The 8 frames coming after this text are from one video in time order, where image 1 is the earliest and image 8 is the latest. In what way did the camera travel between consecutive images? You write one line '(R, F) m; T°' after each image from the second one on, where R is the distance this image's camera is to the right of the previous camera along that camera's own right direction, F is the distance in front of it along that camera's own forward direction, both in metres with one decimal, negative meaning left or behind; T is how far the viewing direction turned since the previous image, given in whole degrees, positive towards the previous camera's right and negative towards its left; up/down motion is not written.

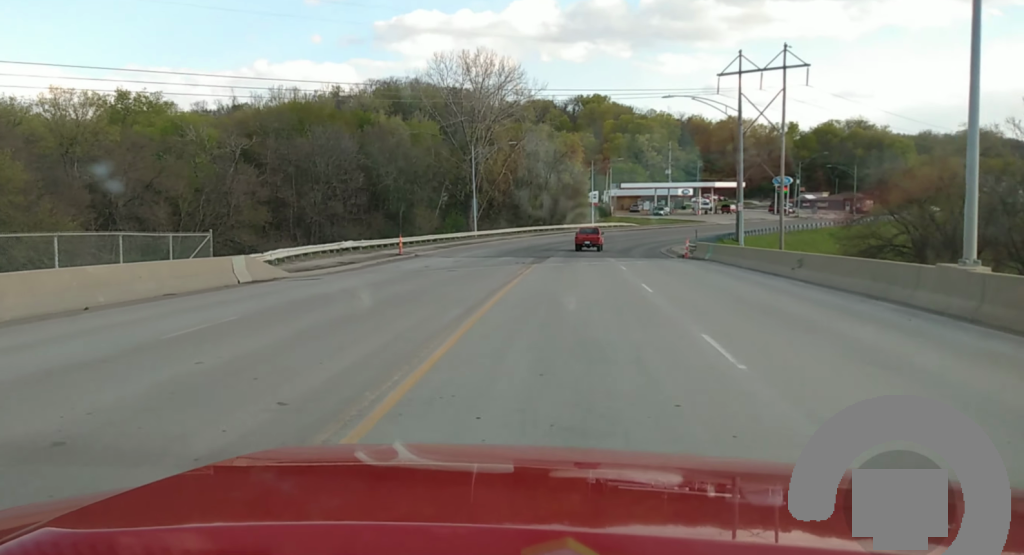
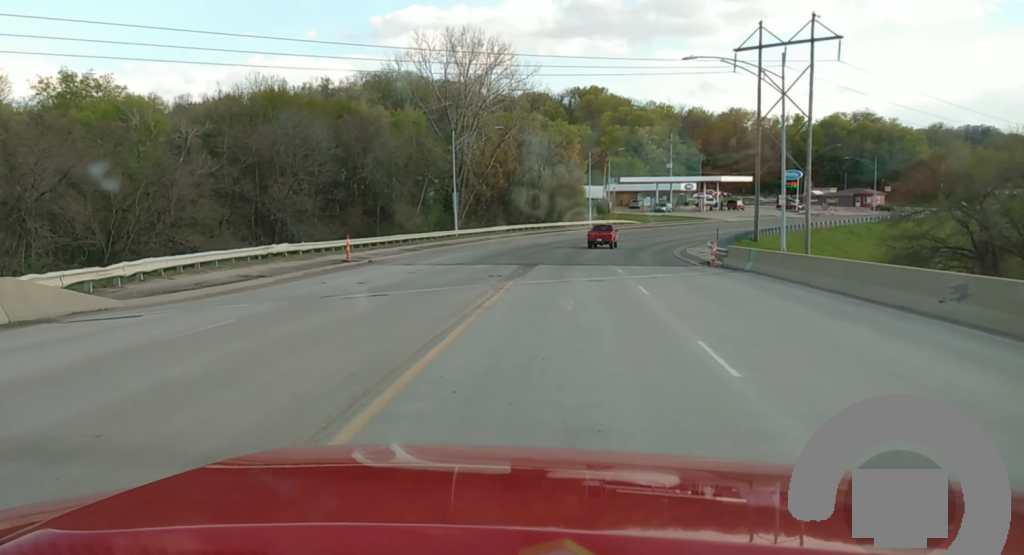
(+0.1, +12.3) m; +1°
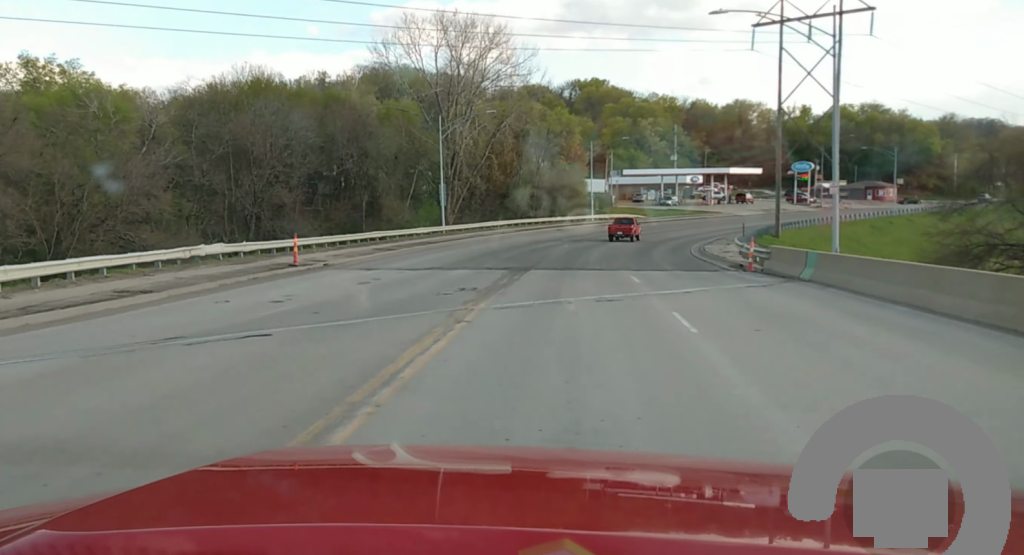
(+0.1, +8.6) m; 0°
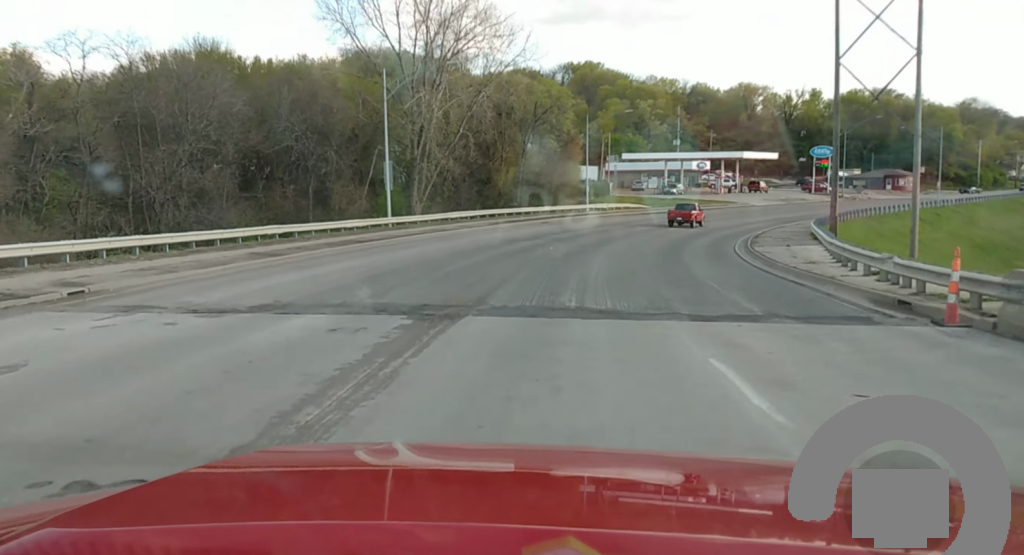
(+0.1, +18.8) m; 0°
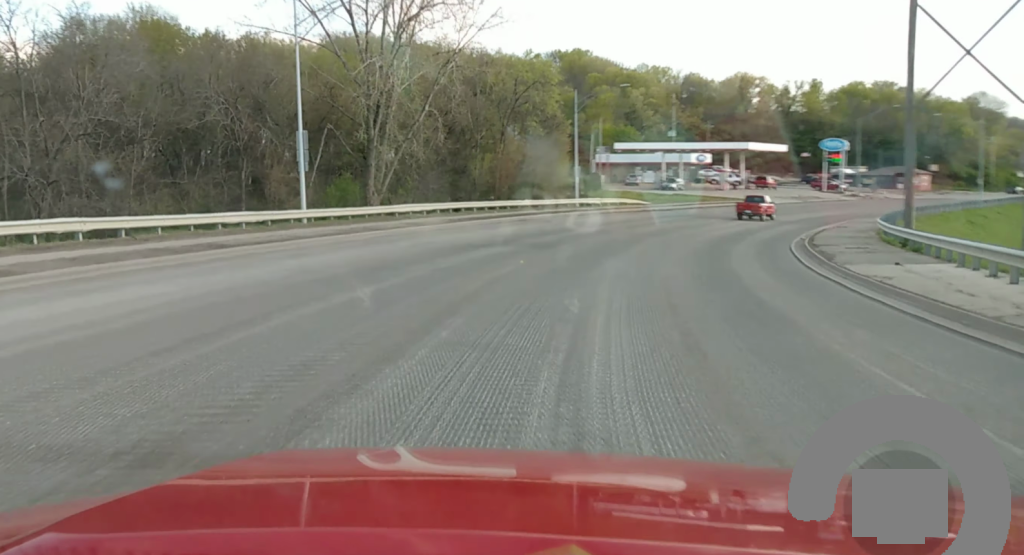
(0.0, +15.6) m; 0°
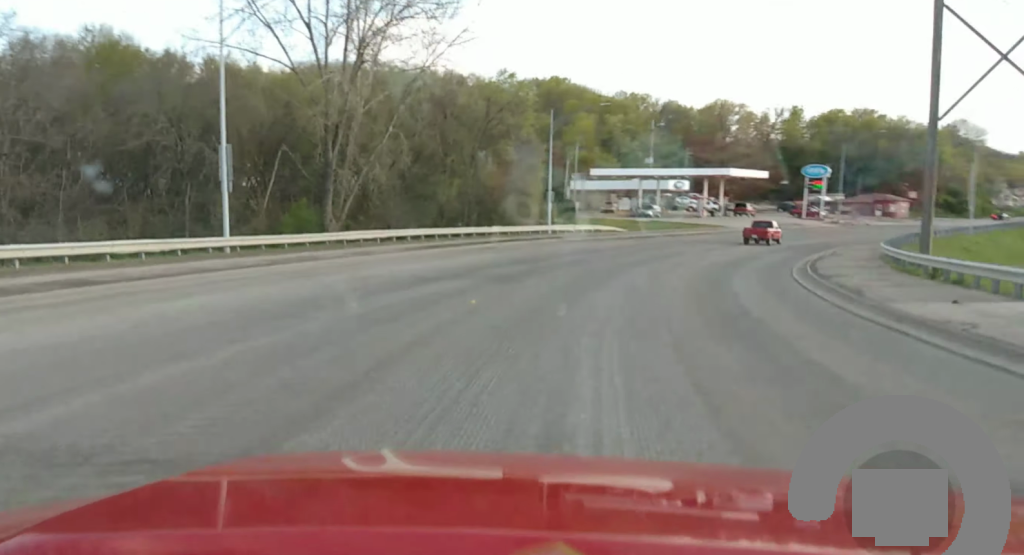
(0.0, +5.9) m; 0°
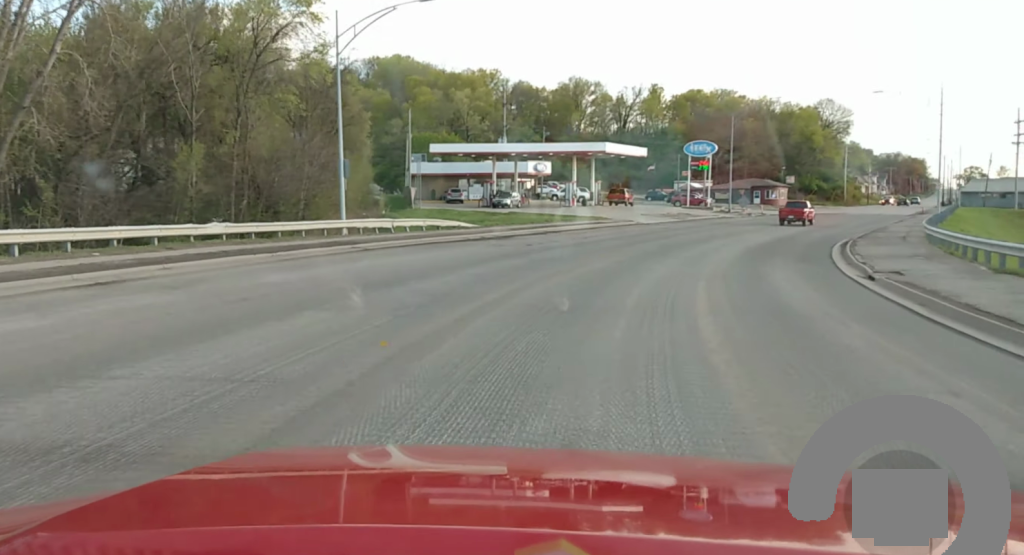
(+1.1, +31.0) m; +7°
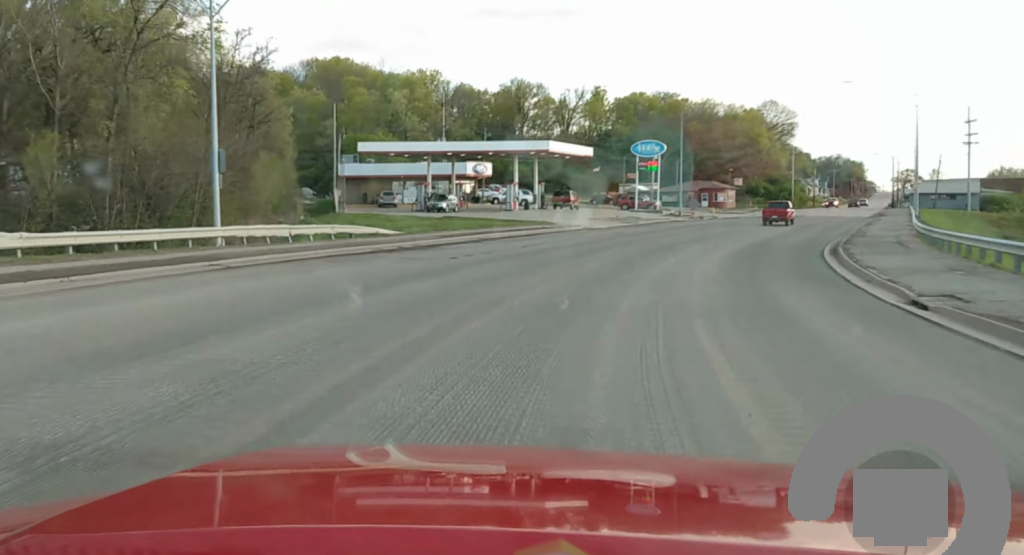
(+0.3, +9.1) m; +4°
